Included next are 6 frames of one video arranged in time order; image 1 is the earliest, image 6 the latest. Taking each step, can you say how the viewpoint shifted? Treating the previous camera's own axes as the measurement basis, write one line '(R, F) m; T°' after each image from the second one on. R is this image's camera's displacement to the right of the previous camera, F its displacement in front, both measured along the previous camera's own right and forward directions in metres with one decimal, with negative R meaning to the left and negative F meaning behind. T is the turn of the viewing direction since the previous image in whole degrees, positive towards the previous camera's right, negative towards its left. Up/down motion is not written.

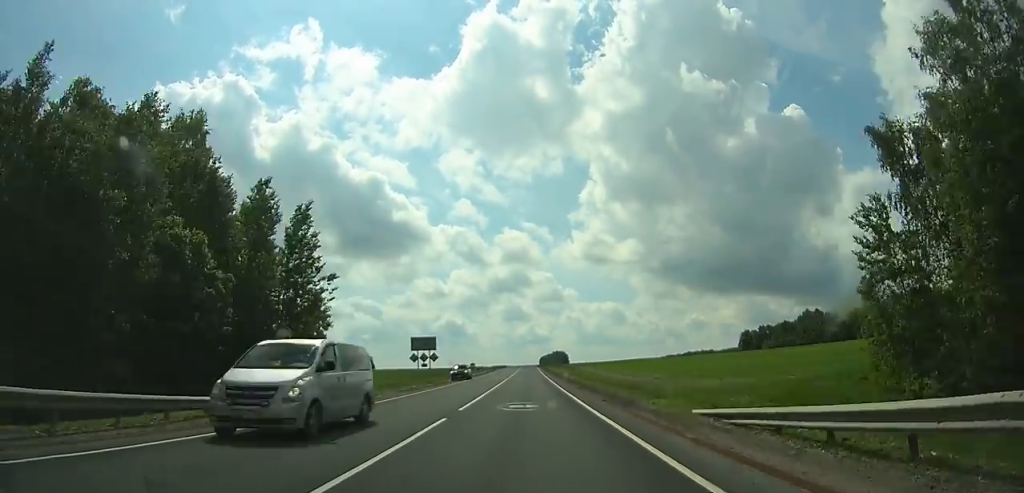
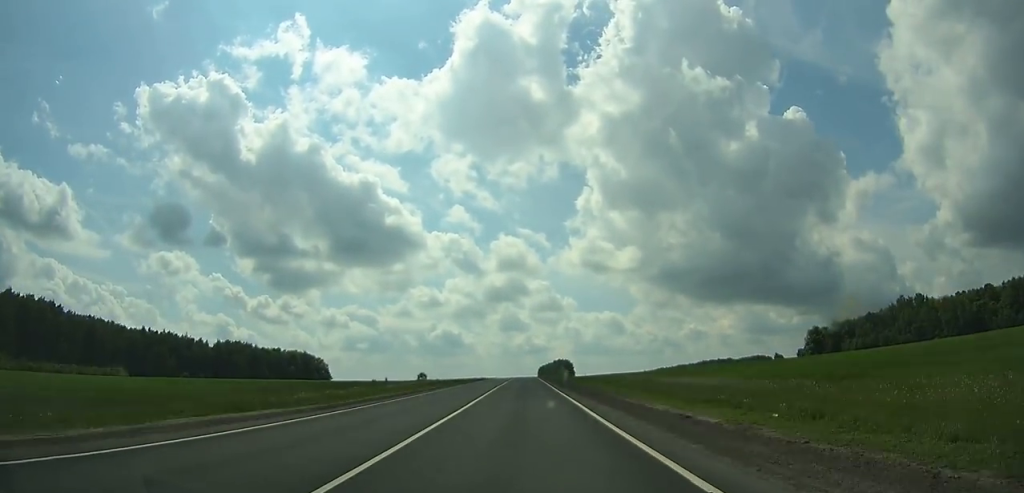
(+0.3, +117.7) m; 0°
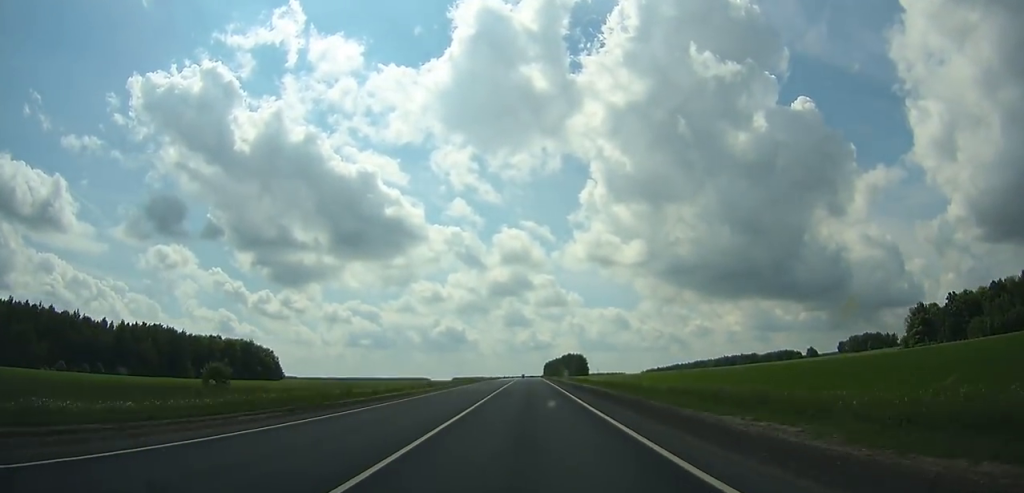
(0.0, +93.1) m; 0°
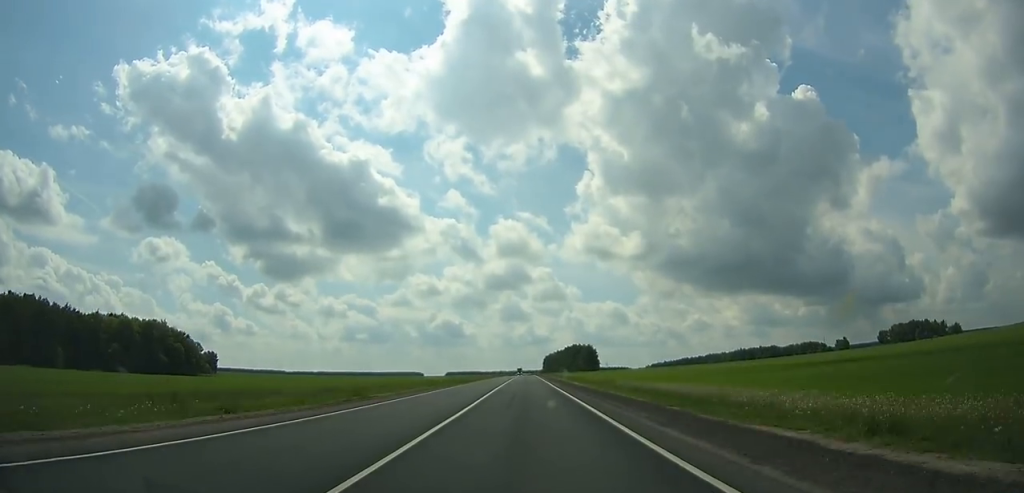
(-0.3, +89.2) m; 0°
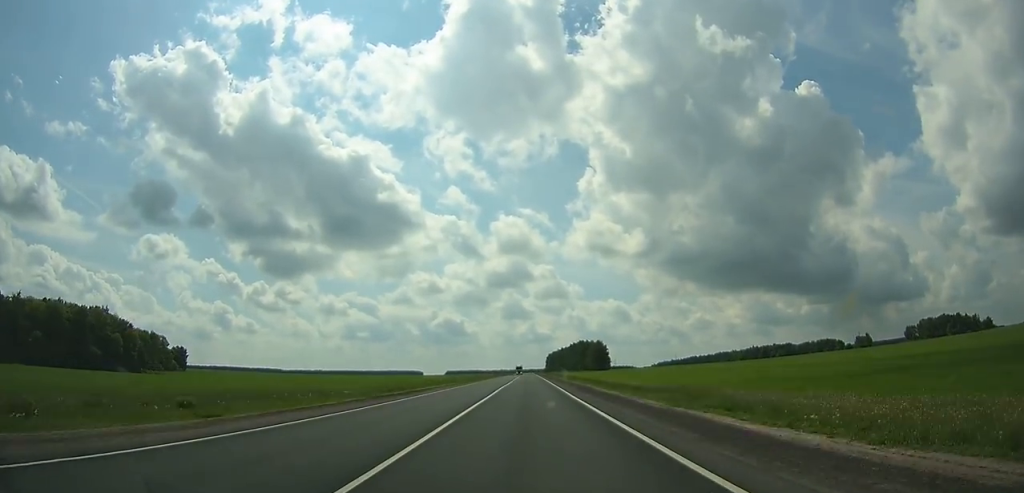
(0.0, +44.1) m; 0°
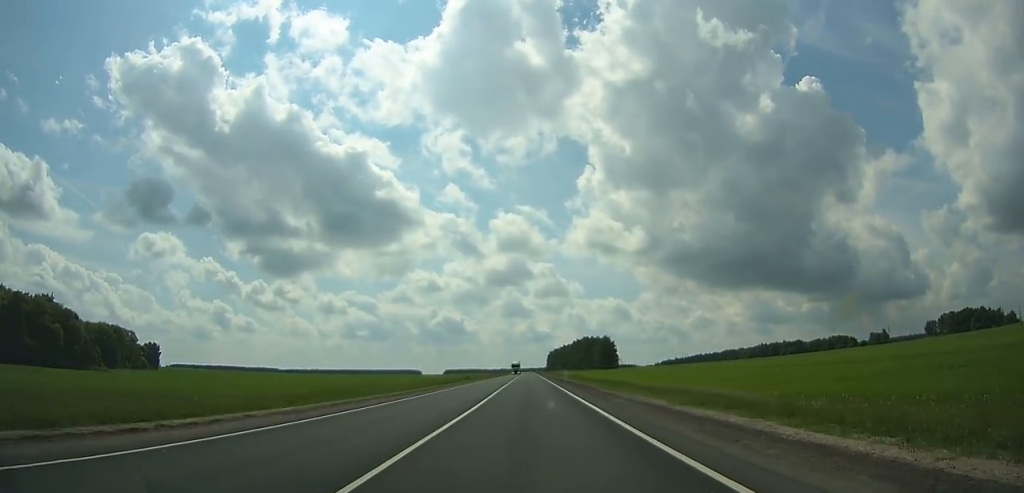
(0.0, +31.4) m; 0°
